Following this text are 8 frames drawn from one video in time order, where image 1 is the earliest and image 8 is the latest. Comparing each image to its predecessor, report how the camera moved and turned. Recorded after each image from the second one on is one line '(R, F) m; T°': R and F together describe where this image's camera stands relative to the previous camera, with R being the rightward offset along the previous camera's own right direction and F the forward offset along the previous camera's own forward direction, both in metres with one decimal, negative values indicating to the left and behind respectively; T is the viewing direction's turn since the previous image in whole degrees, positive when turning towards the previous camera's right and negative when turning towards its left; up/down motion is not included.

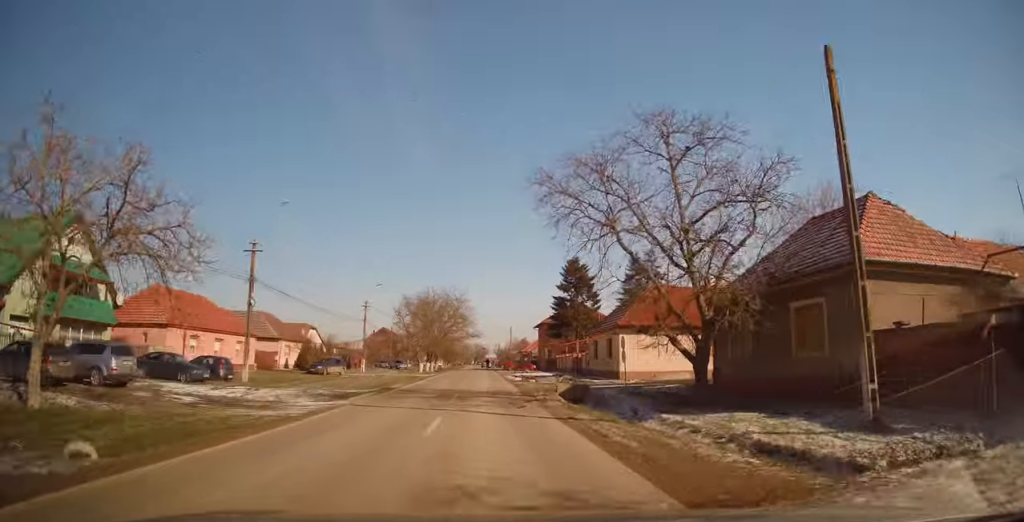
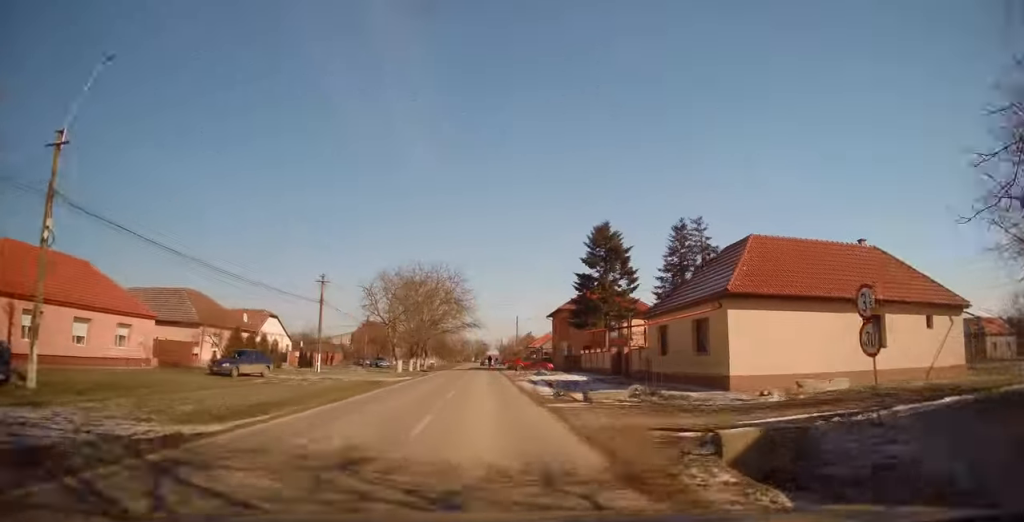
(+0.3, +16.6) m; 0°
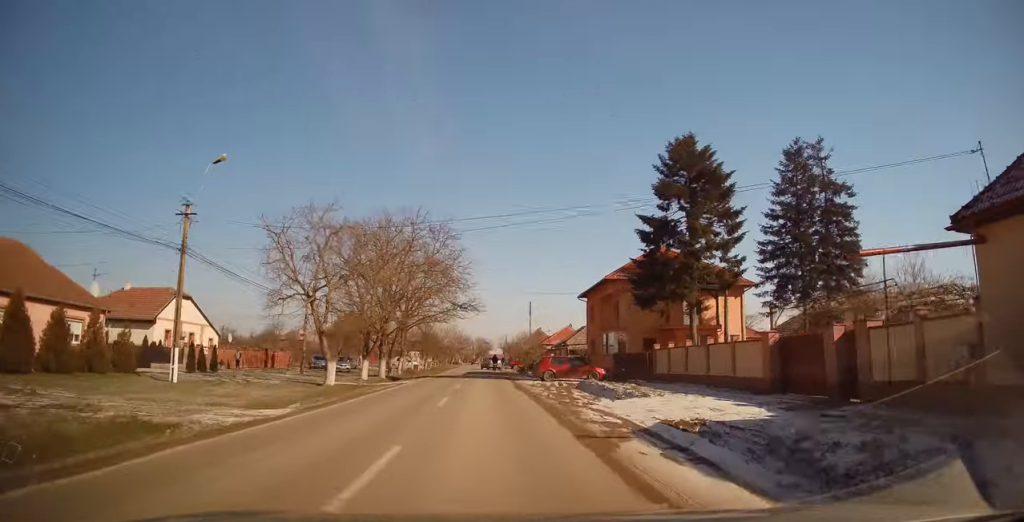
(-0.2, +22.3) m; 0°
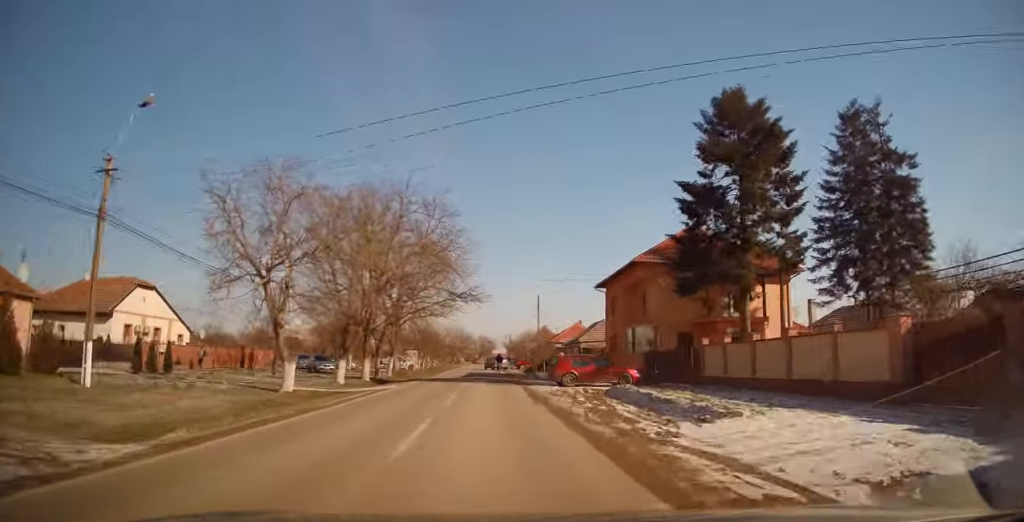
(-0.1, +6.5) m; 0°
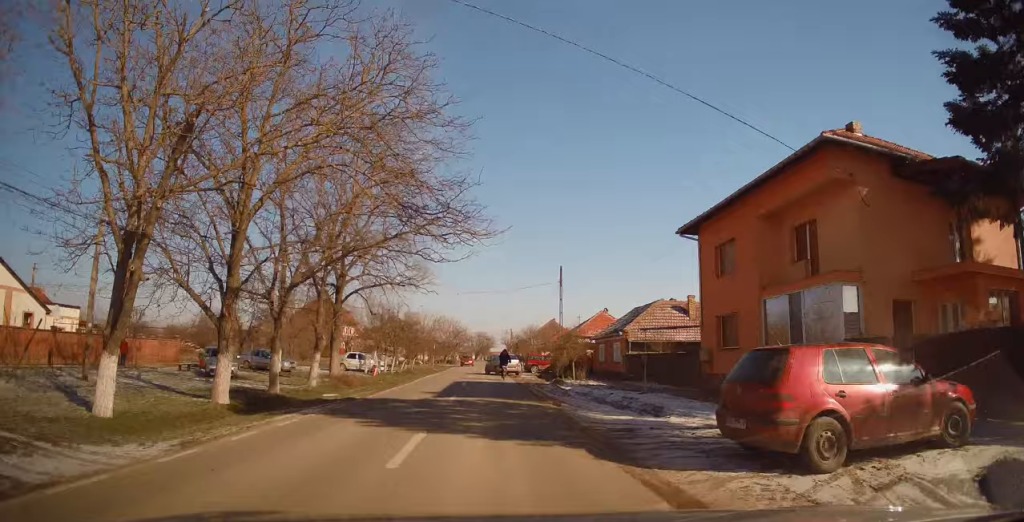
(-0.1, +19.5) m; -2°
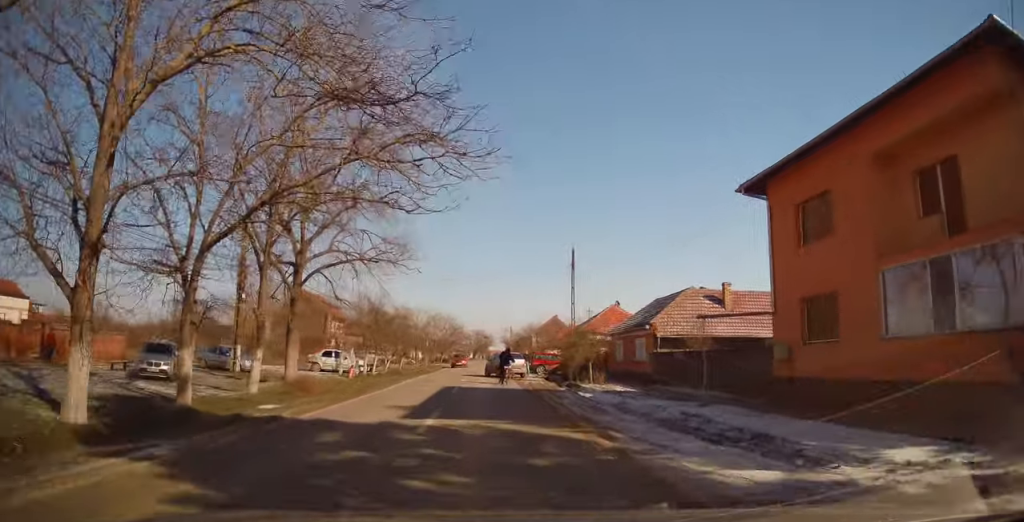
(-0.3, +6.4) m; 0°
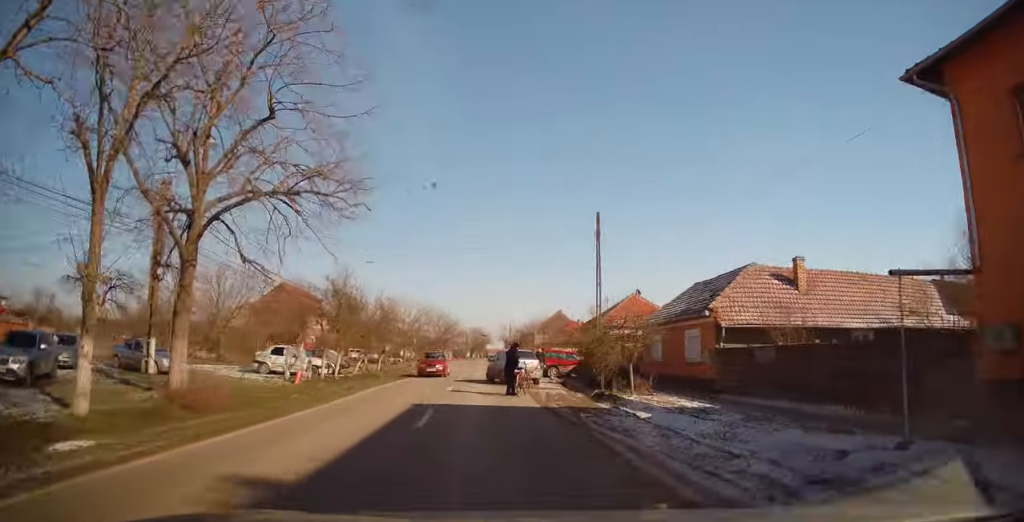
(+0.2, +9.0) m; +3°
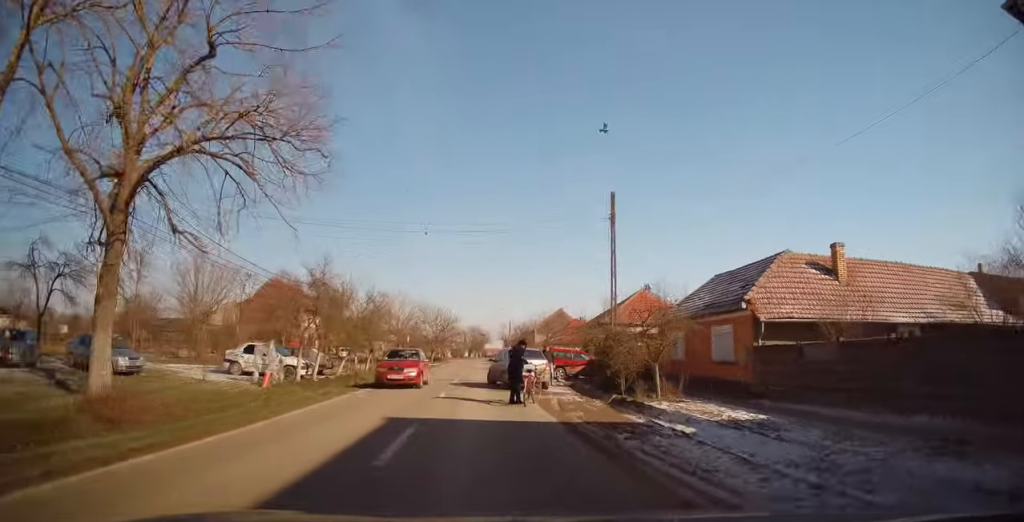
(+0.1, +3.6) m; 0°
